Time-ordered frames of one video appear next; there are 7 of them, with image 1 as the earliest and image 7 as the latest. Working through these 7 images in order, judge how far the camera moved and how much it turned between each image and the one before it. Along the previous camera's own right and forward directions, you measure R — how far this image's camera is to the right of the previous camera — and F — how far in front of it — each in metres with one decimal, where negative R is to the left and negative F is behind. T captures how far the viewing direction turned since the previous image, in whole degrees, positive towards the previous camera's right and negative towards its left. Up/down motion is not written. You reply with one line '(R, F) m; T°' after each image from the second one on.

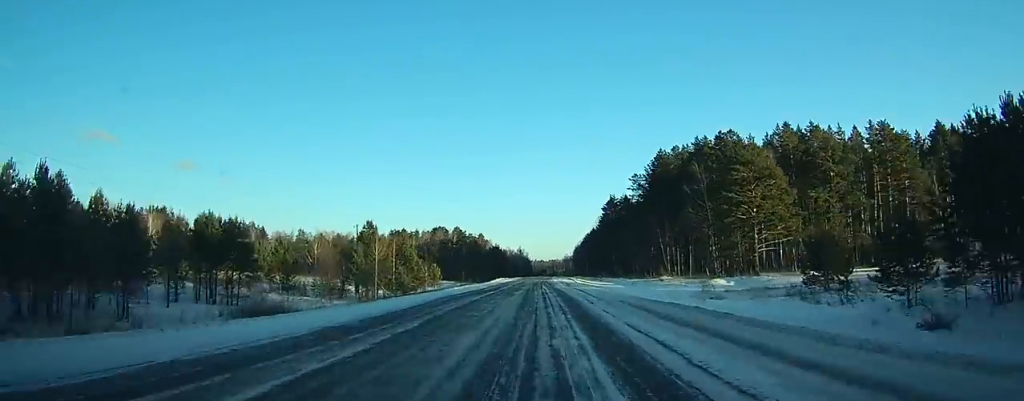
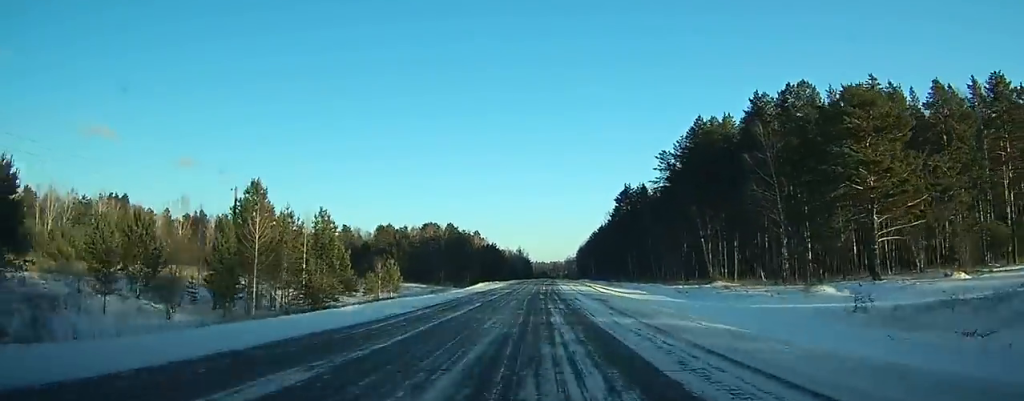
(-0.2, +31.0) m; 0°
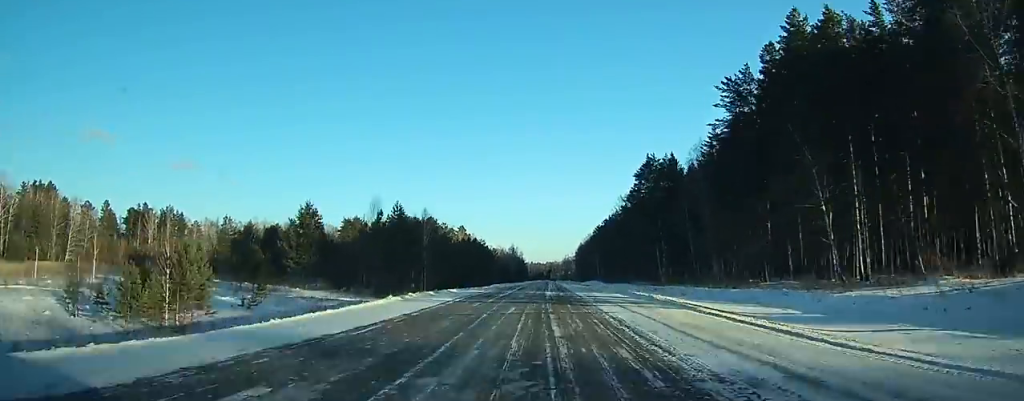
(-0.1, +43.2) m; 0°
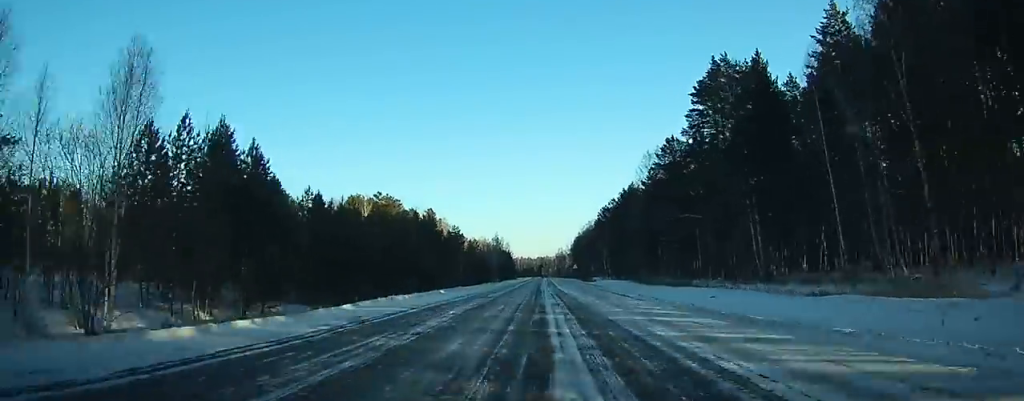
(+0.6, +58.2) m; +1°
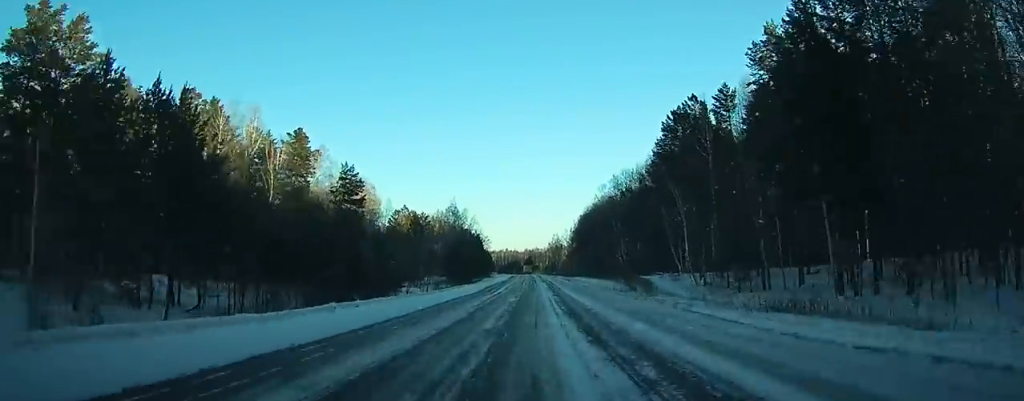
(+1.0, +114.9) m; +1°
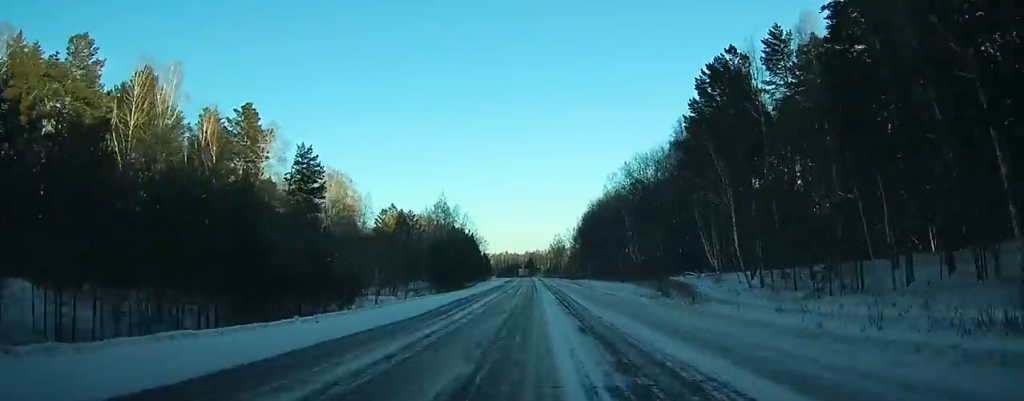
(0.0, +19.4) m; 0°
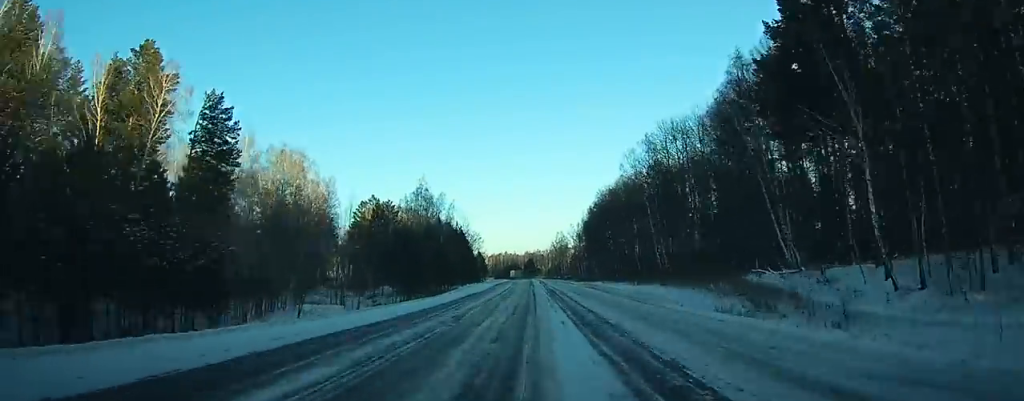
(+0.1, +25.3) m; 0°
